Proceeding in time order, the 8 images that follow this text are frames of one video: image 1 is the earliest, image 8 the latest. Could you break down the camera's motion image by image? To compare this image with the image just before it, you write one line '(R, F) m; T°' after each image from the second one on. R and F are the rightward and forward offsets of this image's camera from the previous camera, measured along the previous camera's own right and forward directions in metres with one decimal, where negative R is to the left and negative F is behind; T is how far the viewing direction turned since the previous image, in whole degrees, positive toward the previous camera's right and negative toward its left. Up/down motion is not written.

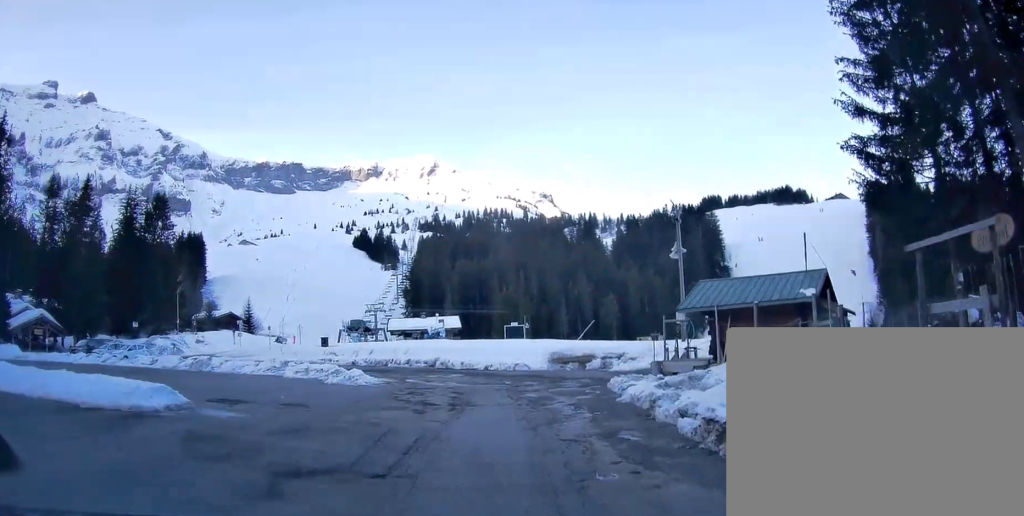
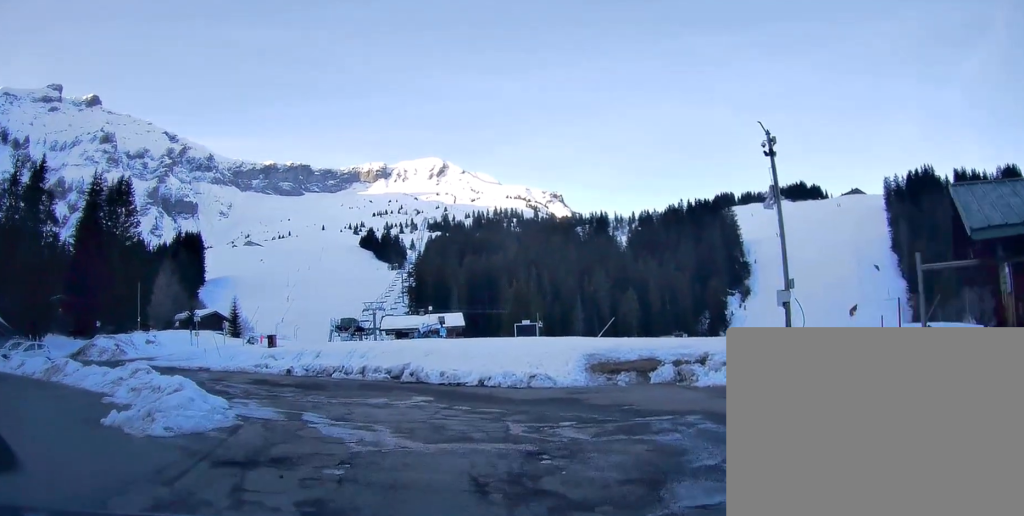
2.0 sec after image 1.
(-0.4, +13.9) m; -3°
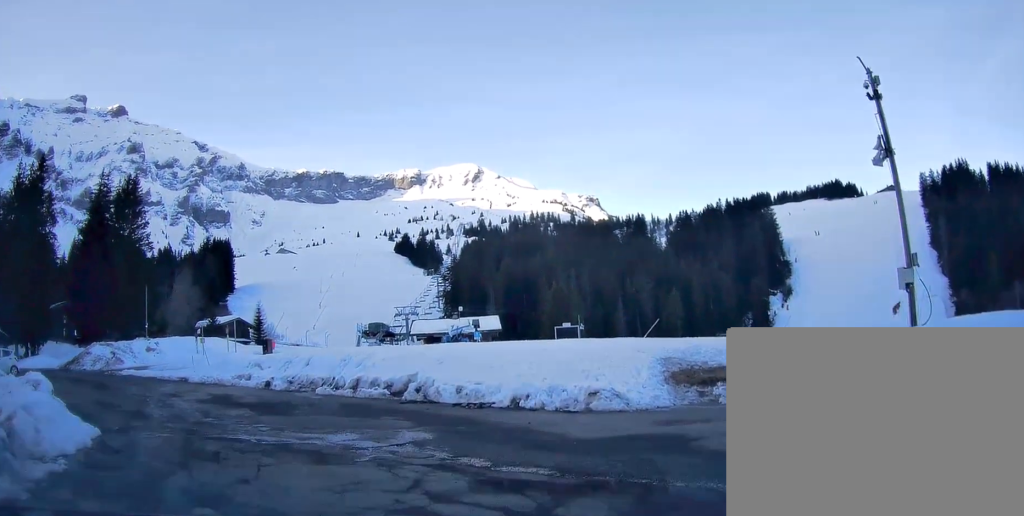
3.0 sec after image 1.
(-0.3, +6.6) m; -7°
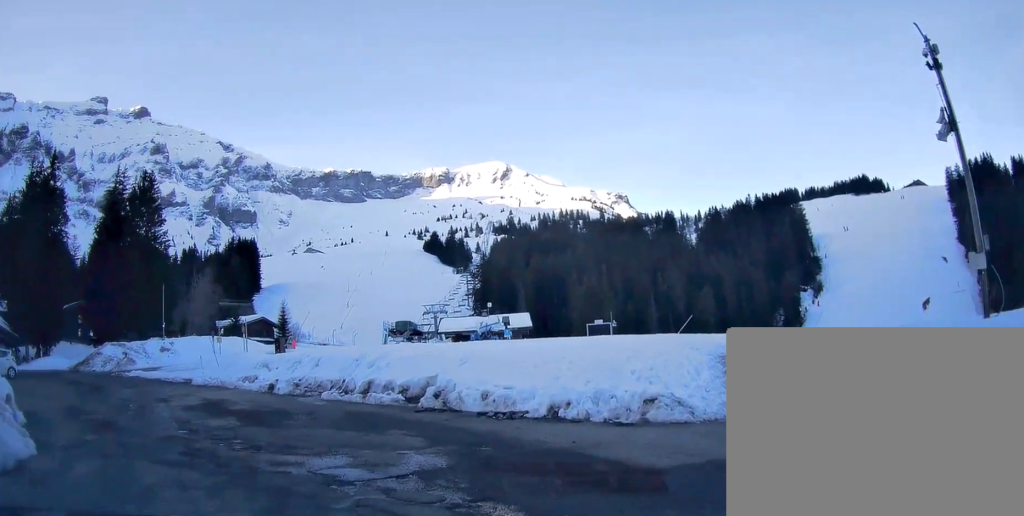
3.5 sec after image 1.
(-0.1, +2.5) m; -4°
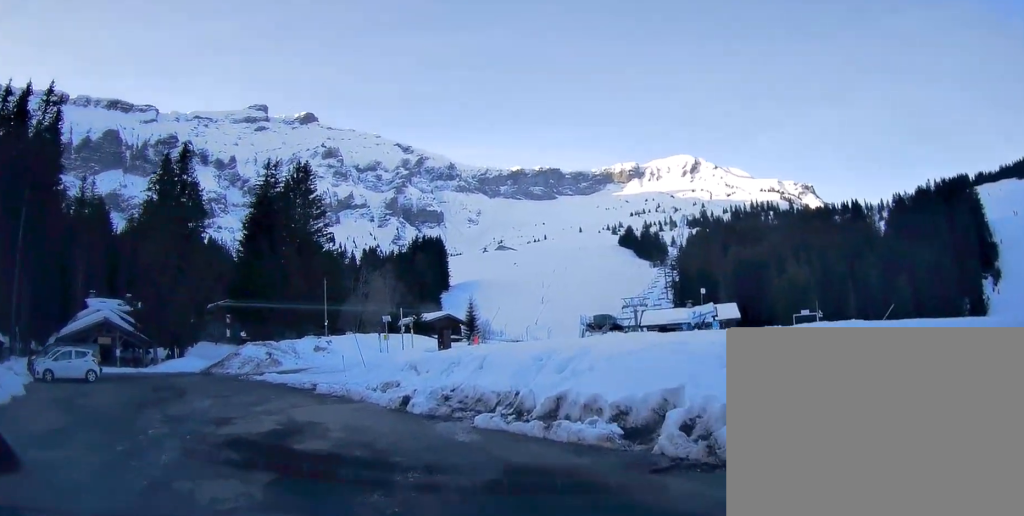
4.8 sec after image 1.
(-0.7, +6.7) m; -16°
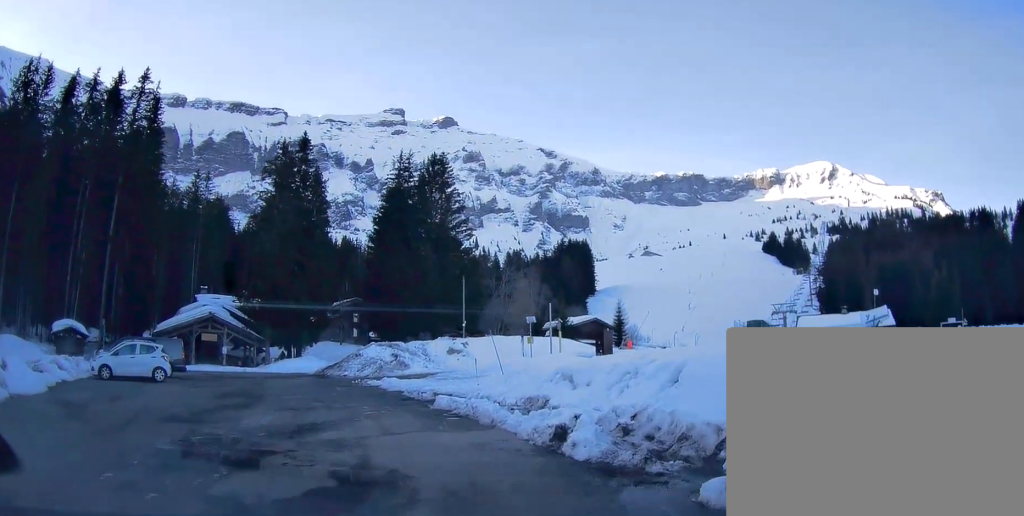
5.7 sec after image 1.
(-0.6, +4.7) m; -12°
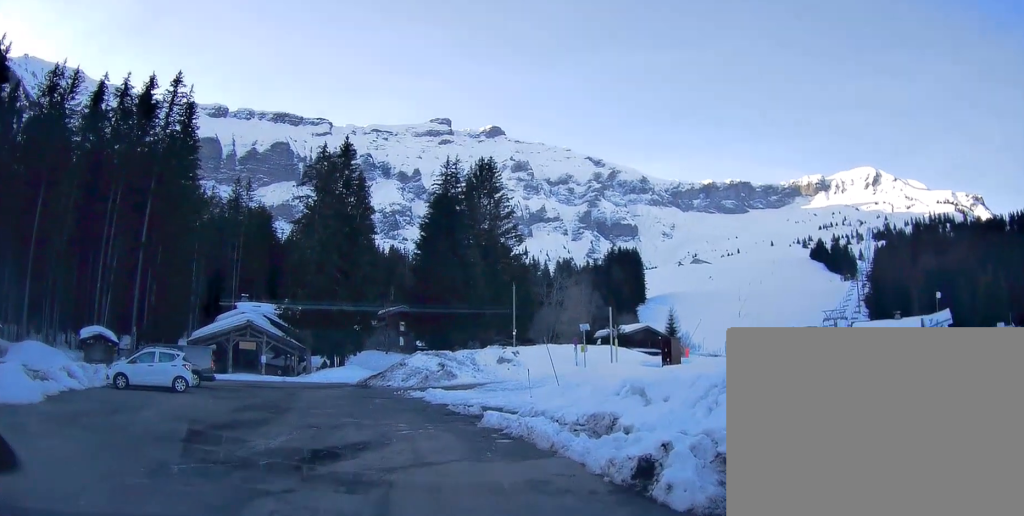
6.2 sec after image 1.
(-0.2, +1.9) m; -3°
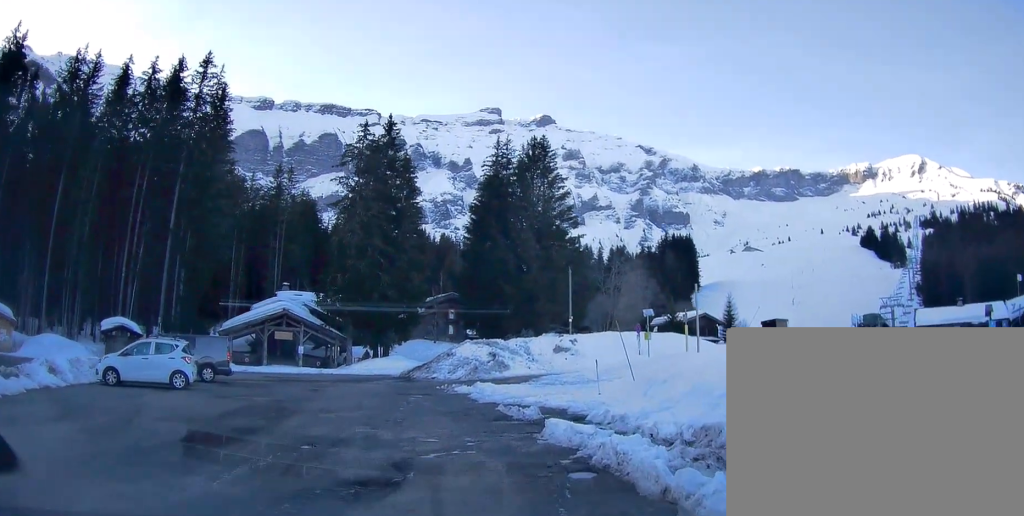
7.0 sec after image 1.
(-0.2, +3.7) m; -5°
